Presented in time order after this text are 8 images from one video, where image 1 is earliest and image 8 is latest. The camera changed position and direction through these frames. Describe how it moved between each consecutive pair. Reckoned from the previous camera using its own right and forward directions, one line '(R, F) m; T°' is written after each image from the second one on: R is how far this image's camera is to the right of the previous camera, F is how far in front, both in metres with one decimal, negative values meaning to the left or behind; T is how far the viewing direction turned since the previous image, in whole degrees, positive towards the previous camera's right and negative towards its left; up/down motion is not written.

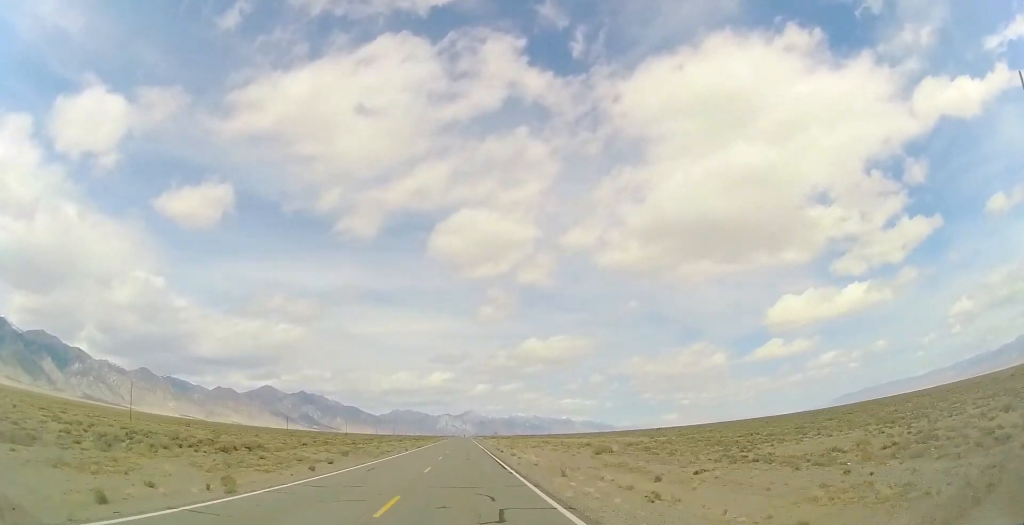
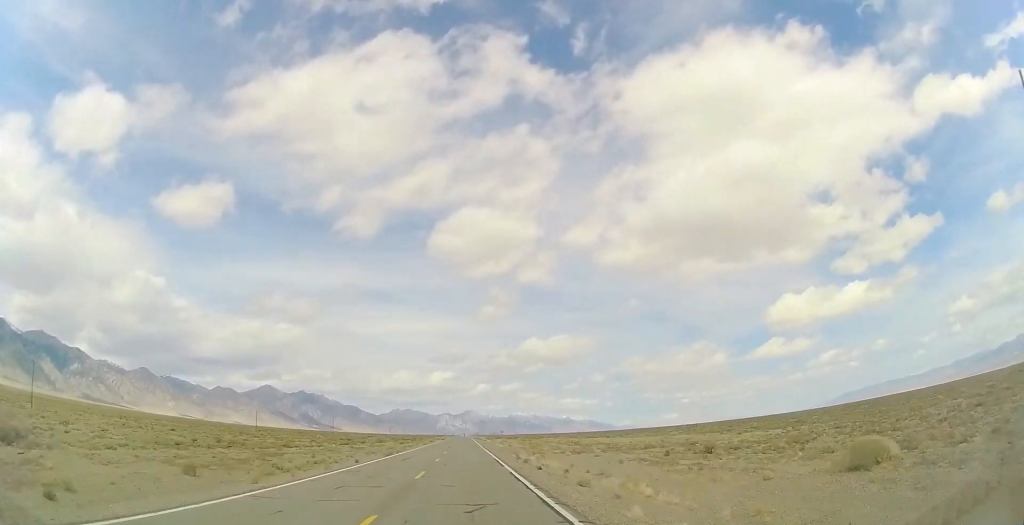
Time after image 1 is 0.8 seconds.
(0.0, +27.9) m; 0°
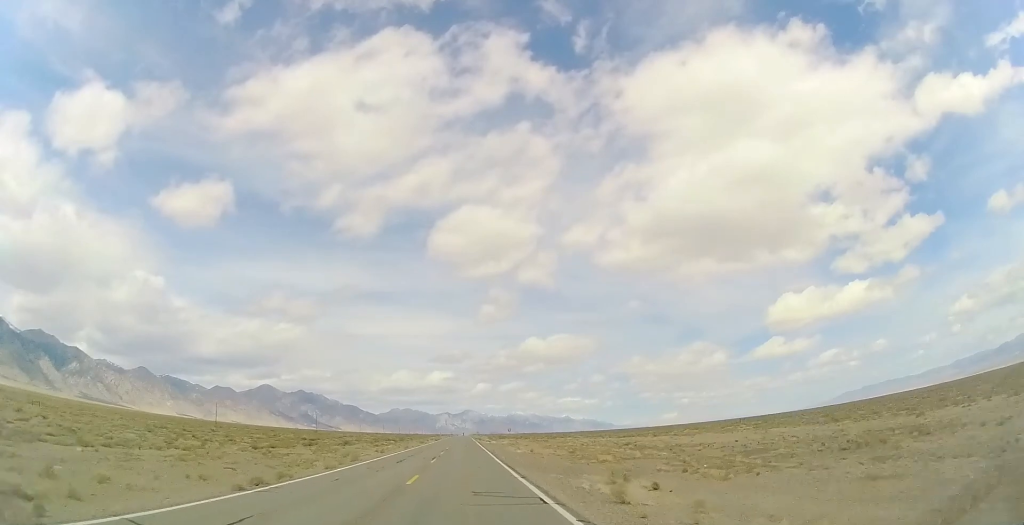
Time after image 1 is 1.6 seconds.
(0.0, +26.6) m; 0°
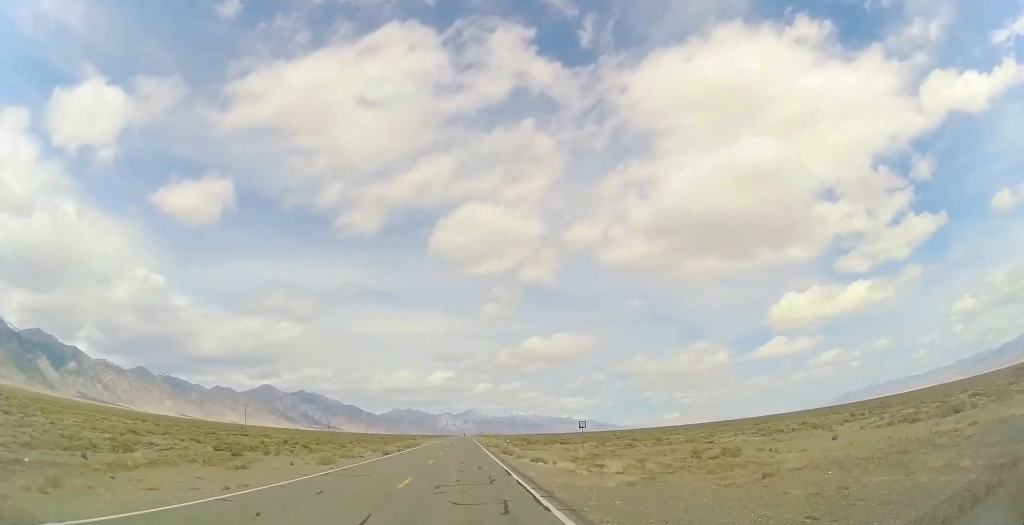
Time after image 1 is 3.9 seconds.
(-0.1, +74.0) m; 0°
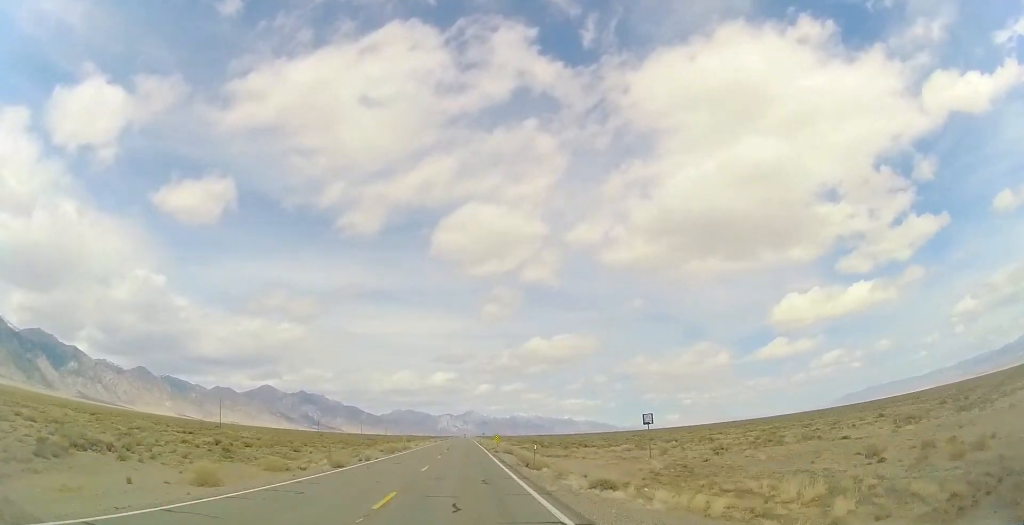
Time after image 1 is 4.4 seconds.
(0.0, +16.5) m; 0°
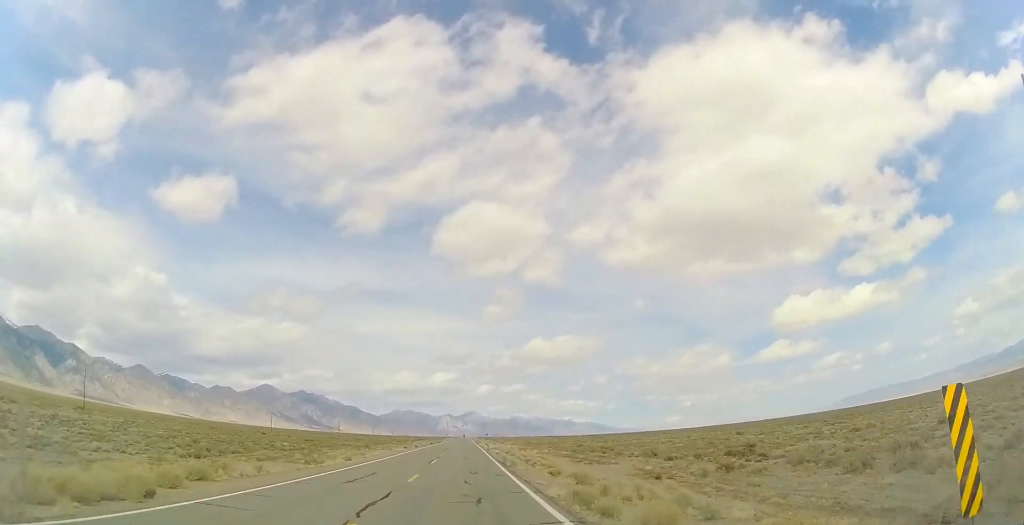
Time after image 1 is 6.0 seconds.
(0.0, +54.0) m; 0°
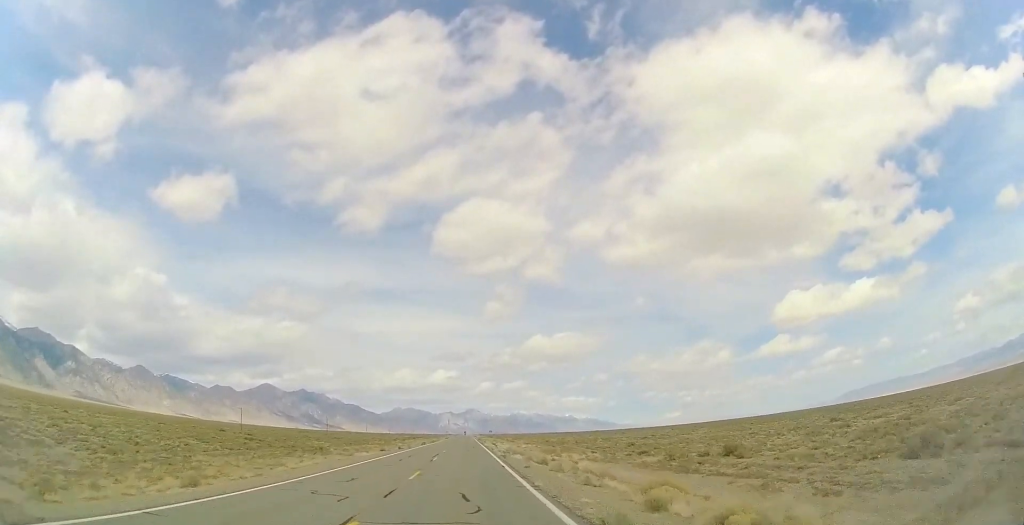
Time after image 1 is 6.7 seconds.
(0.0, +24.2) m; 0°
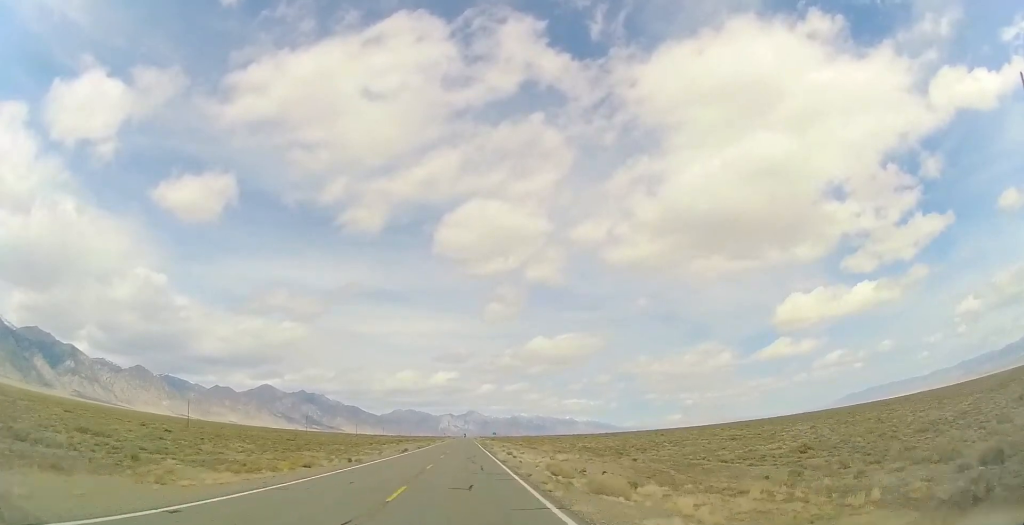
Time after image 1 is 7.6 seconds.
(0.0, +29.7) m; 0°
